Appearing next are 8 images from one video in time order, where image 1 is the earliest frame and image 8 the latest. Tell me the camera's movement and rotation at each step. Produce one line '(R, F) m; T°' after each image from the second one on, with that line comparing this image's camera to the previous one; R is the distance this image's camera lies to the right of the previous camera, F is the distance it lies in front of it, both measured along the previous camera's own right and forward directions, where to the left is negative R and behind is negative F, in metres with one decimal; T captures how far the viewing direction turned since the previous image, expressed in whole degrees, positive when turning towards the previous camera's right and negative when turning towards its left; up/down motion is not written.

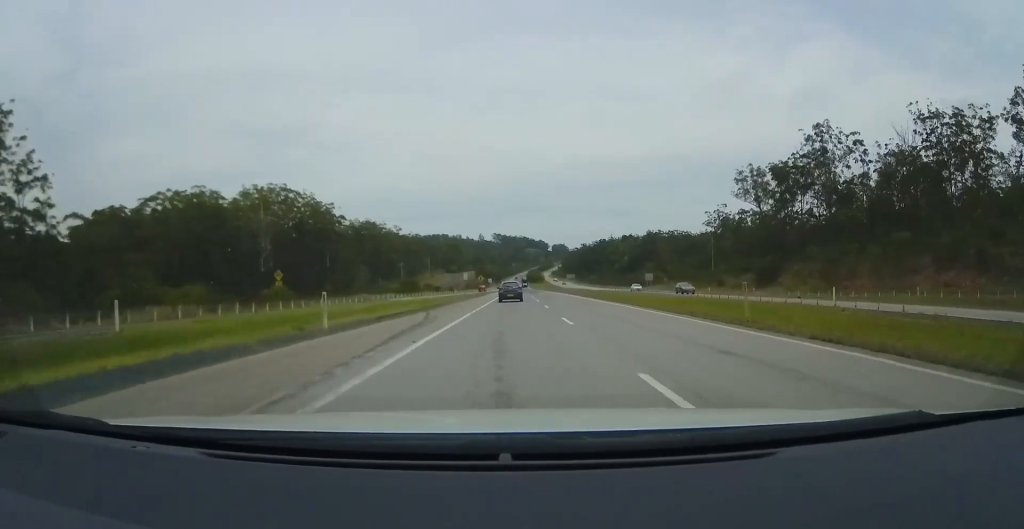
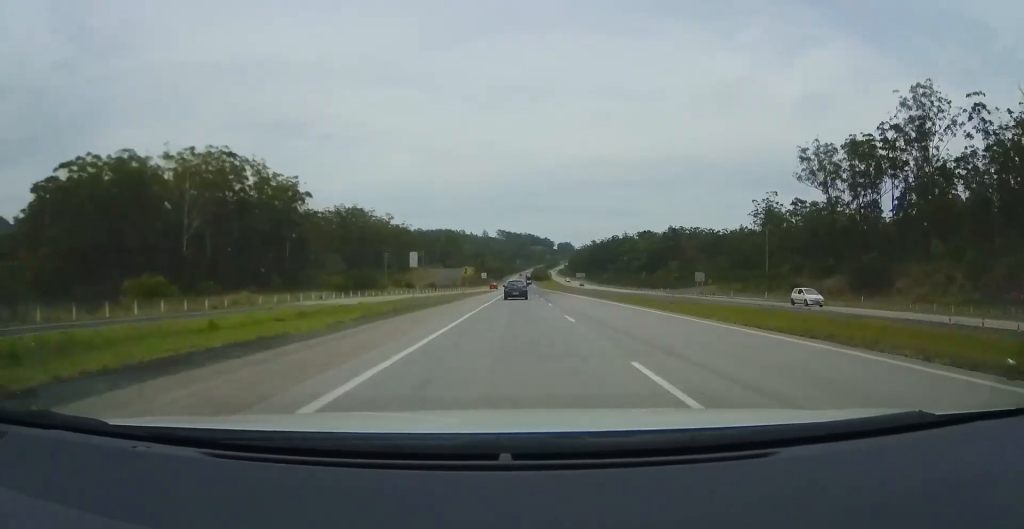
(-0.3, +34.1) m; -1°
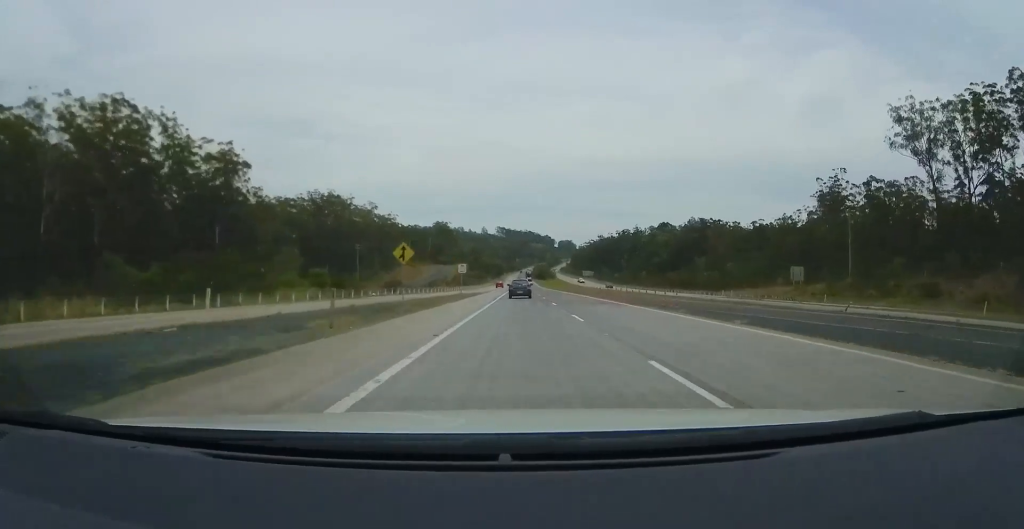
(-0.3, +36.6) m; 0°
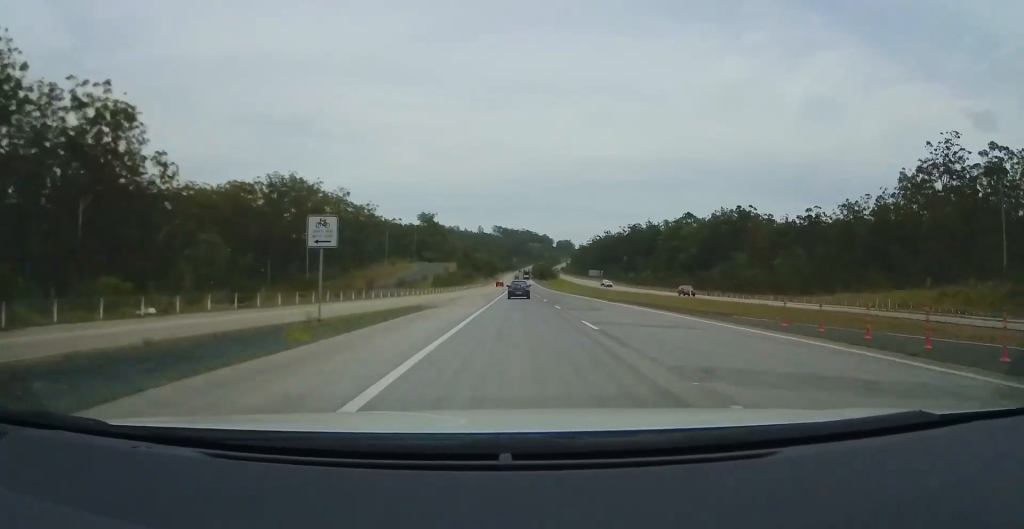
(+0.1, +37.8) m; 0°
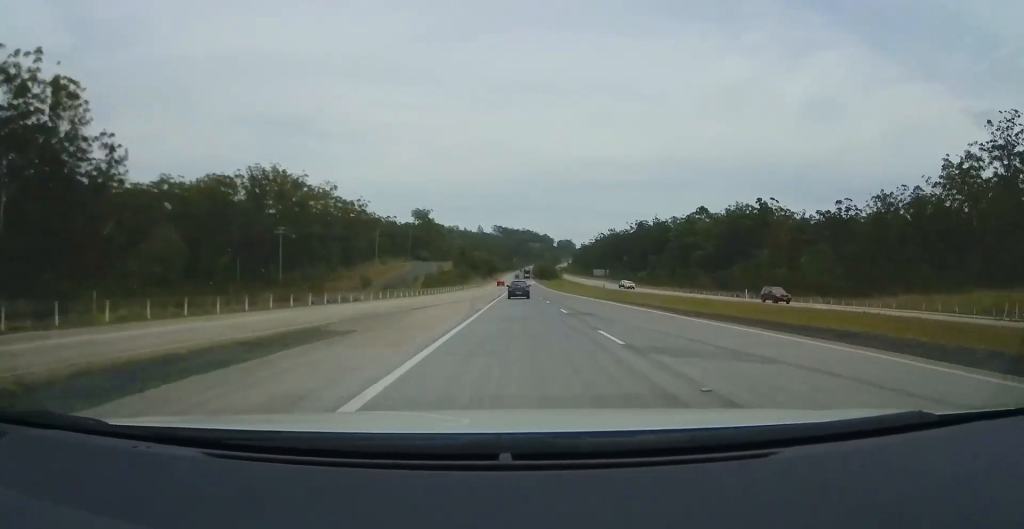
(-0.1, +15.7) m; -1°
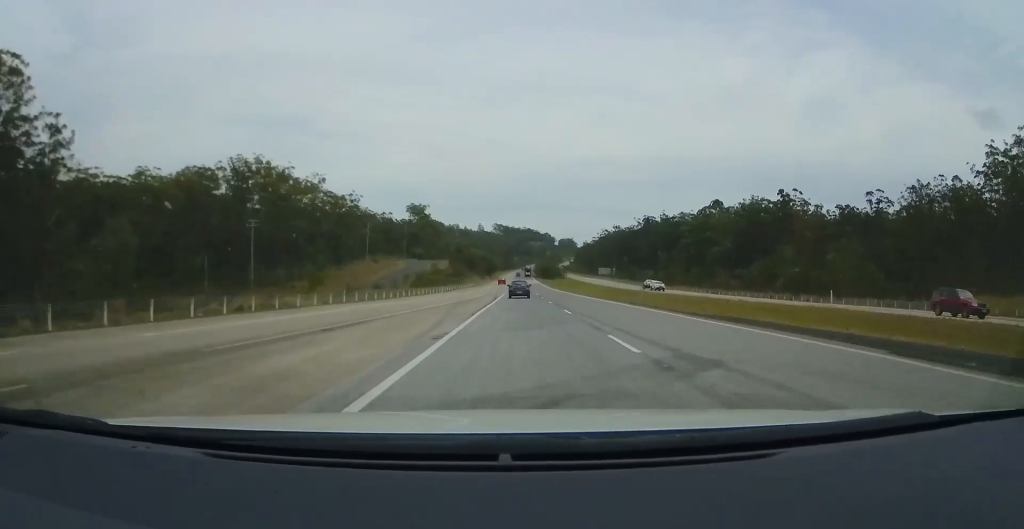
(+0.1, +13.3) m; -1°
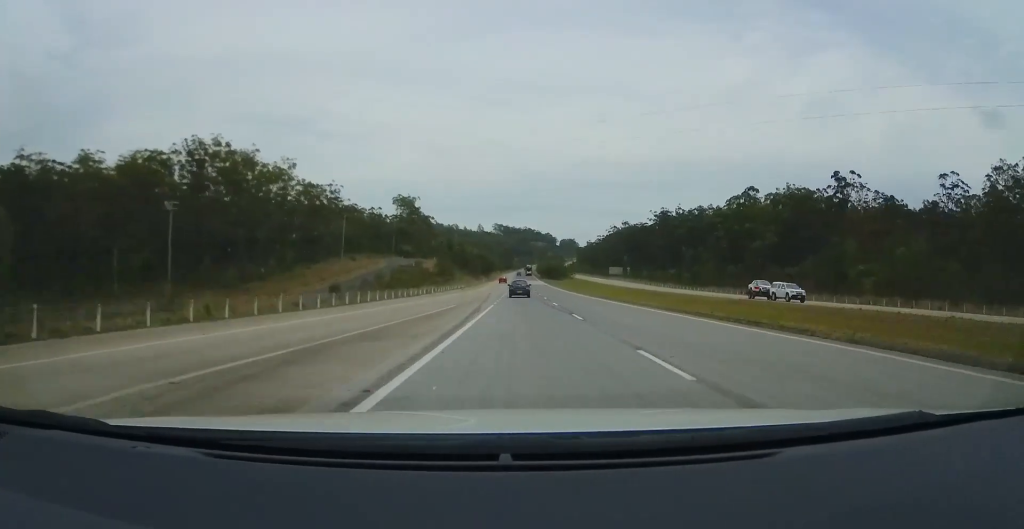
(-0.3, +25.5) m; 0°
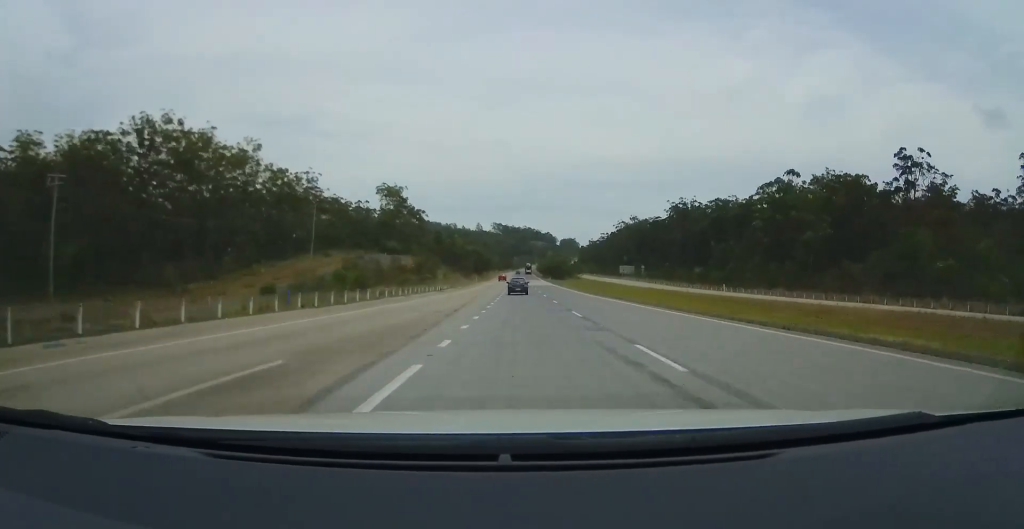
(0.0, +23.1) m; 0°
